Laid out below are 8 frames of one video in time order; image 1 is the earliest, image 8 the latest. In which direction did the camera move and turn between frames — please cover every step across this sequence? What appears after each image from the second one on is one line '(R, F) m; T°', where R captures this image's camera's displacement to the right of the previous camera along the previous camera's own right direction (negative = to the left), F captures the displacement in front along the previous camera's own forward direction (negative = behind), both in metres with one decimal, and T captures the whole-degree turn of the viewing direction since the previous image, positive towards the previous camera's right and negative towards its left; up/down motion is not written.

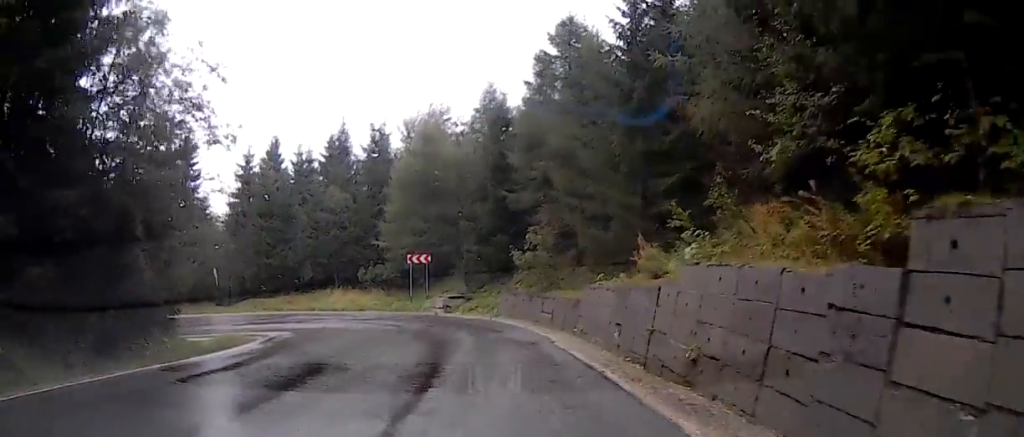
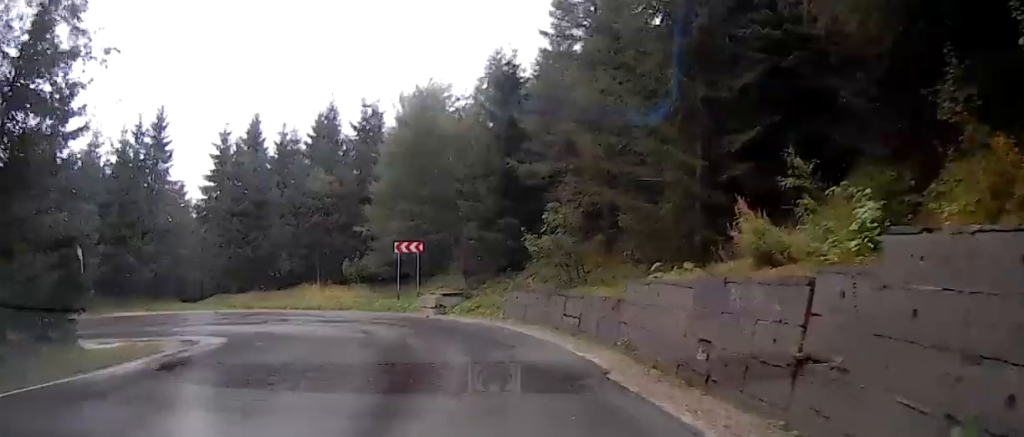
(+1.4, +6.5) m; 0°
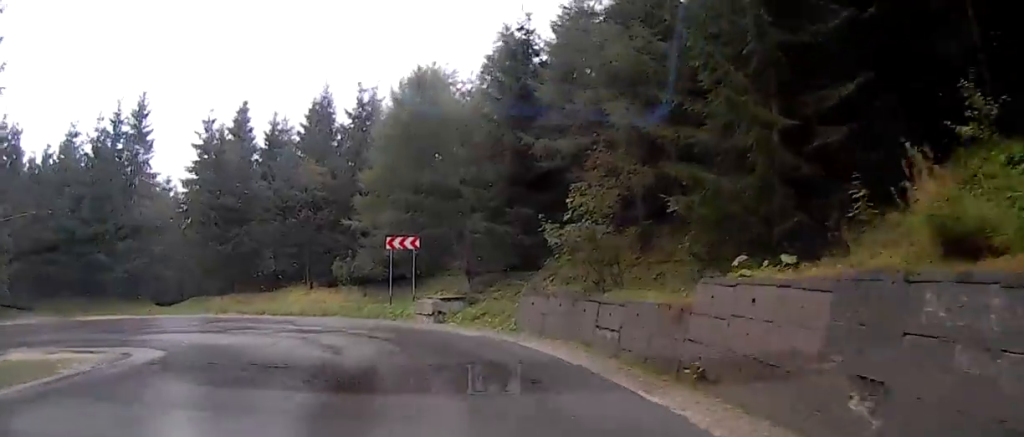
(-1.1, +4.3) m; -5°
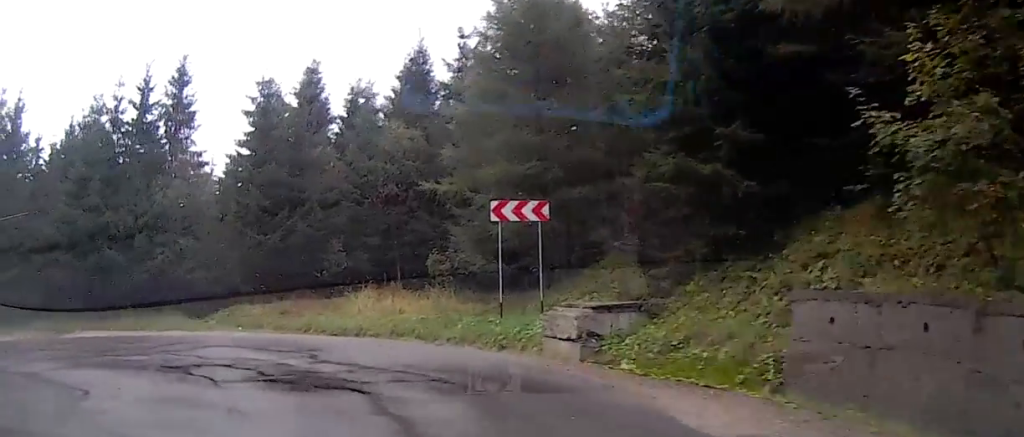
(-0.6, +10.7) m; -28°
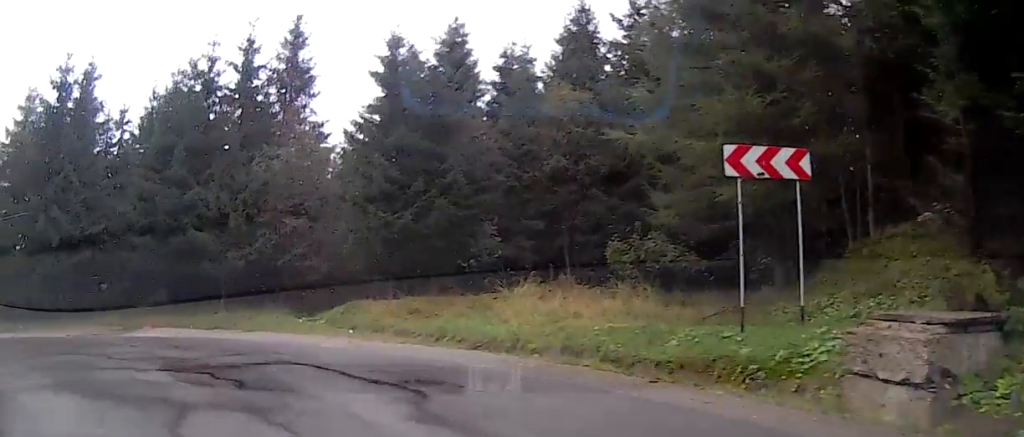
(-2.0, +1.2) m; -63°
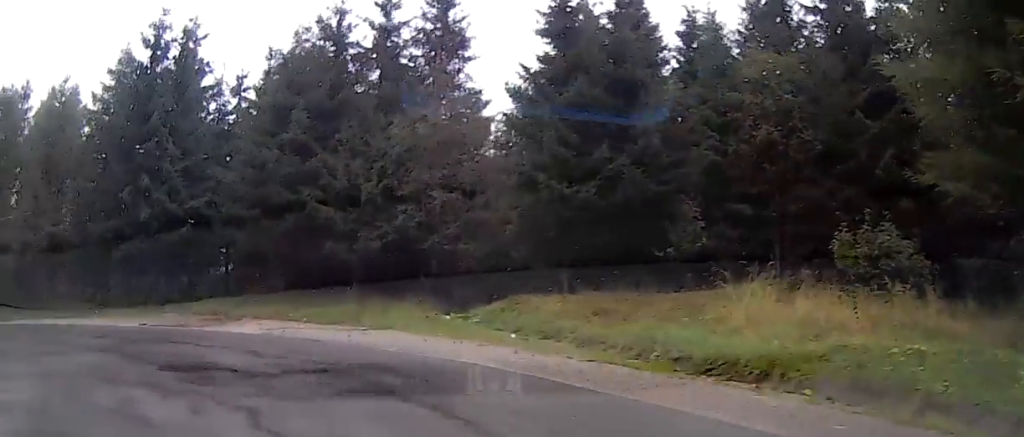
(-1.8, +2.6) m; -37°
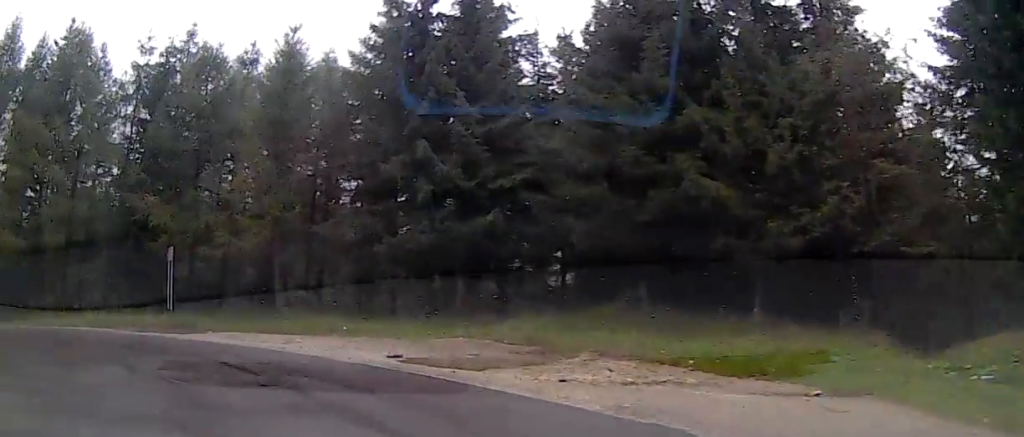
(-0.5, +6.6) m; -4°
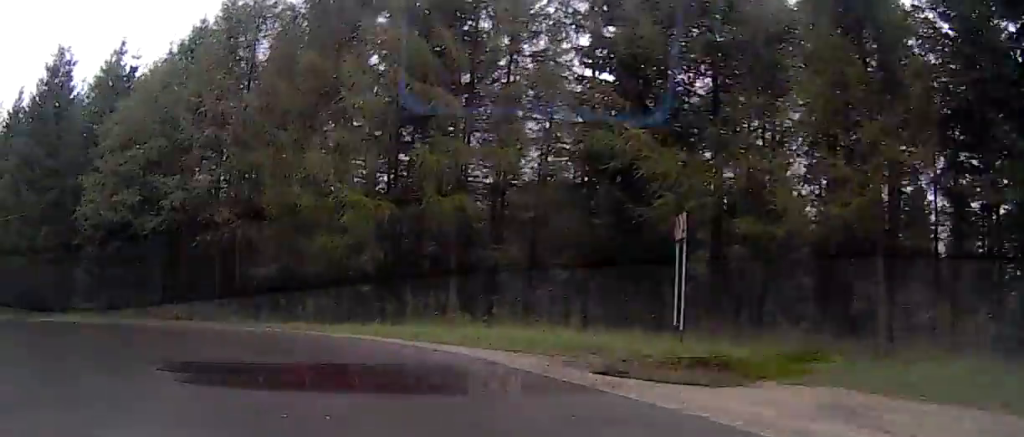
(0.0, +8.5) m; 0°
